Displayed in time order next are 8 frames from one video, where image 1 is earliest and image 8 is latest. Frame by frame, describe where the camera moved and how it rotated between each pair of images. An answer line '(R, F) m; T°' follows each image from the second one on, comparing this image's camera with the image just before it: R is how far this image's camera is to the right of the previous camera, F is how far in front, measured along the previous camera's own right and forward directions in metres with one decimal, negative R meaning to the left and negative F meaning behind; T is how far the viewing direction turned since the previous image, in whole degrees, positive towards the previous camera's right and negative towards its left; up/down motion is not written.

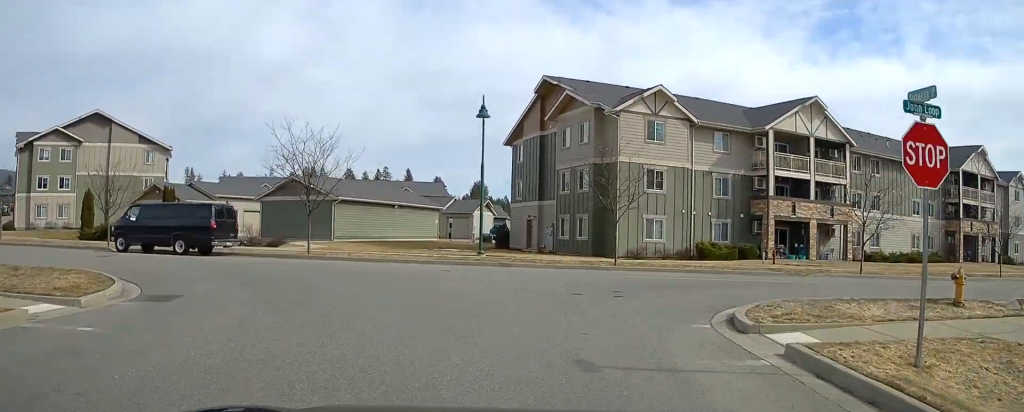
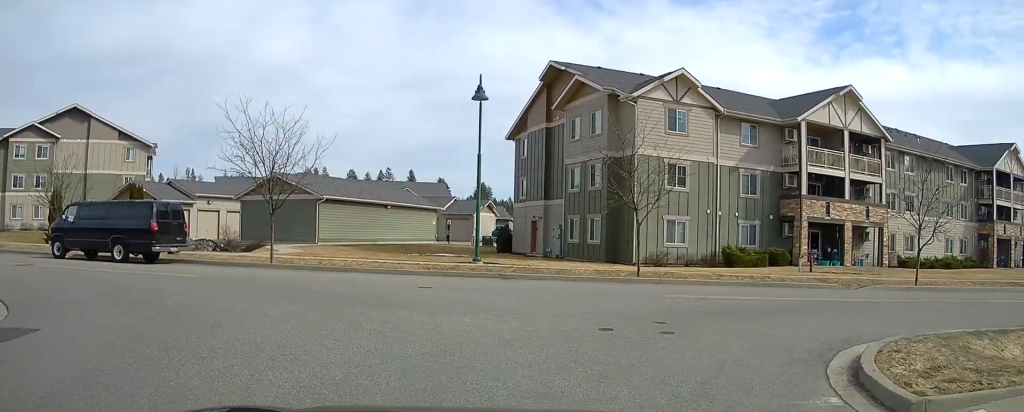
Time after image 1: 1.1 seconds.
(-0.1, +4.4) m; -1°
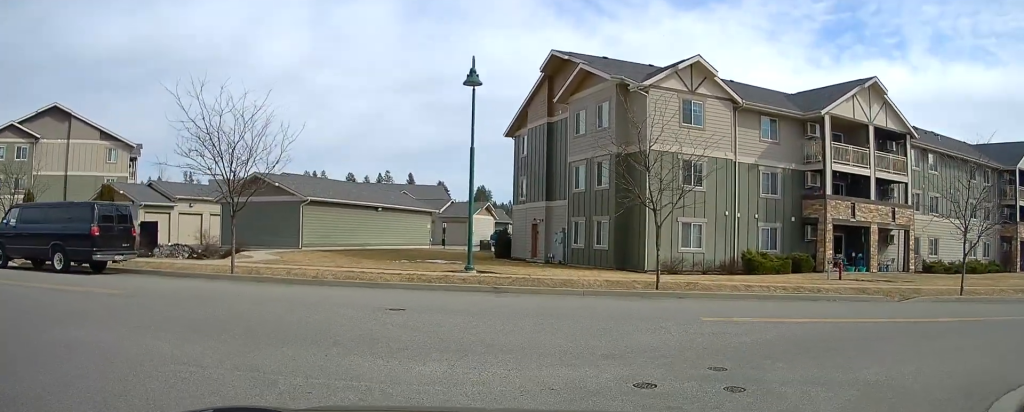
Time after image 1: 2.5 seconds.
(-0.1, +4.6) m; +3°
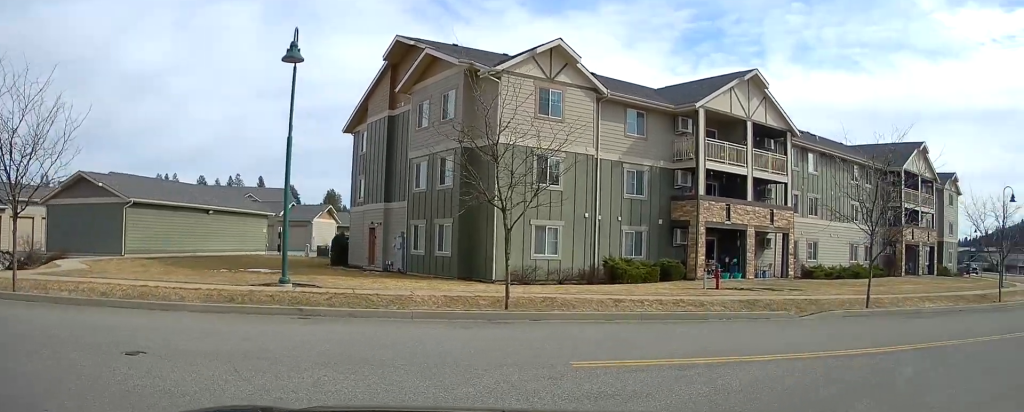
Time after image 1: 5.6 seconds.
(+2.2, +7.5) m; +43°
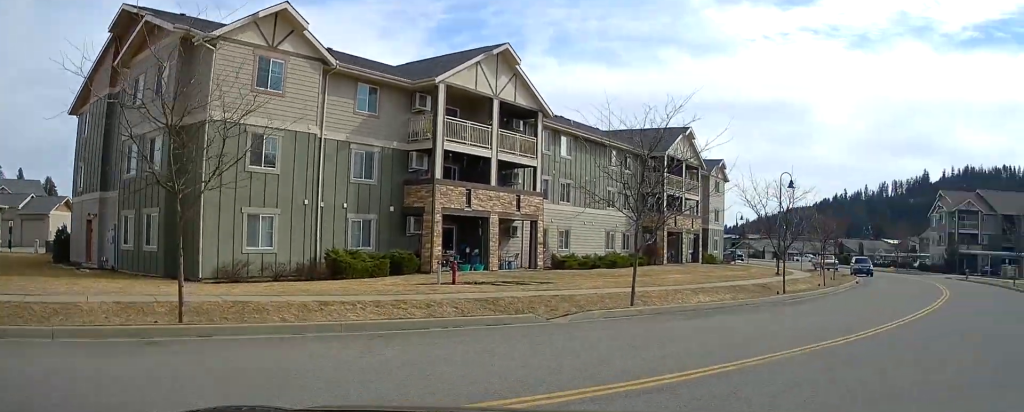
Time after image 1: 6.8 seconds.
(+0.7, +3.7) m; +15°
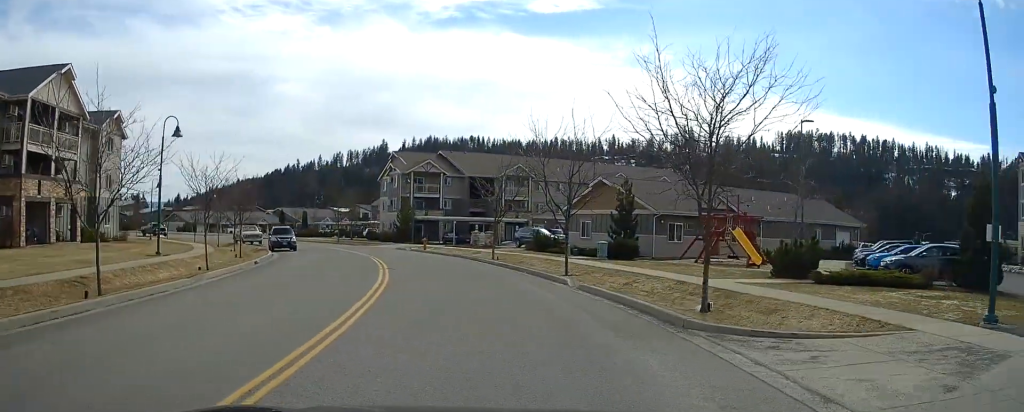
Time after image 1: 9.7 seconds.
(+3.0, +13.1) m; +16°
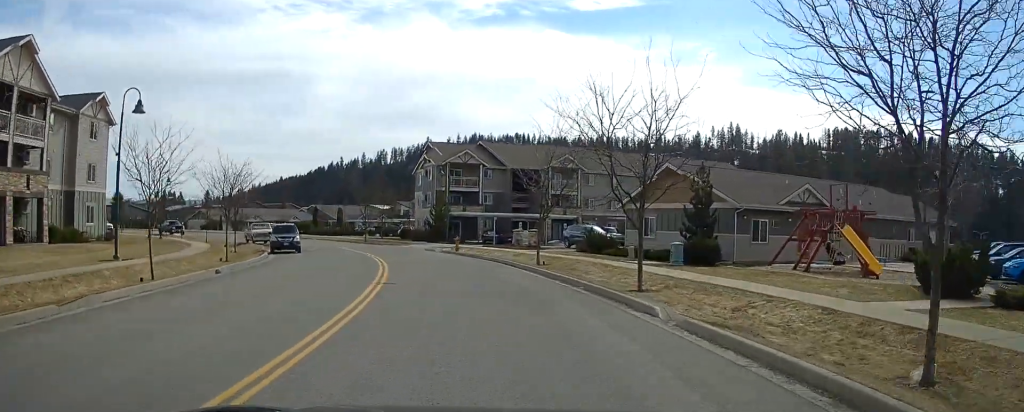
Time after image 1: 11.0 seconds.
(+0.1, +8.2) m; -1°
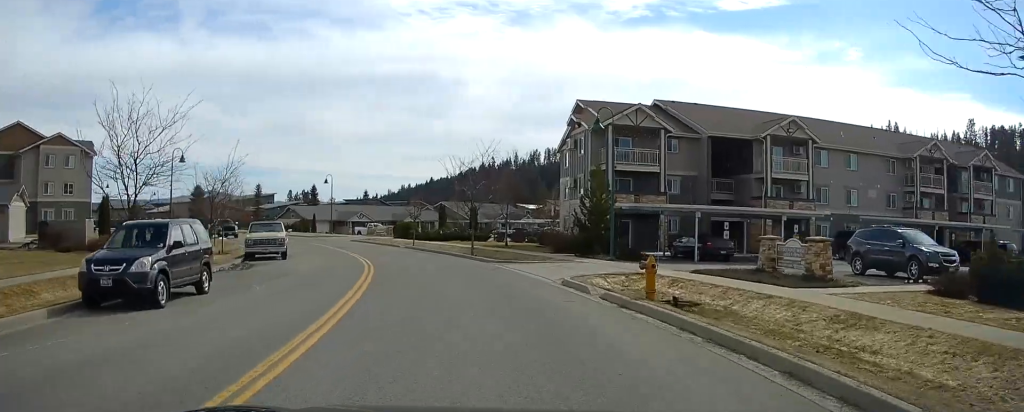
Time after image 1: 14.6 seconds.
(-2.5, +25.6) m; -12°
